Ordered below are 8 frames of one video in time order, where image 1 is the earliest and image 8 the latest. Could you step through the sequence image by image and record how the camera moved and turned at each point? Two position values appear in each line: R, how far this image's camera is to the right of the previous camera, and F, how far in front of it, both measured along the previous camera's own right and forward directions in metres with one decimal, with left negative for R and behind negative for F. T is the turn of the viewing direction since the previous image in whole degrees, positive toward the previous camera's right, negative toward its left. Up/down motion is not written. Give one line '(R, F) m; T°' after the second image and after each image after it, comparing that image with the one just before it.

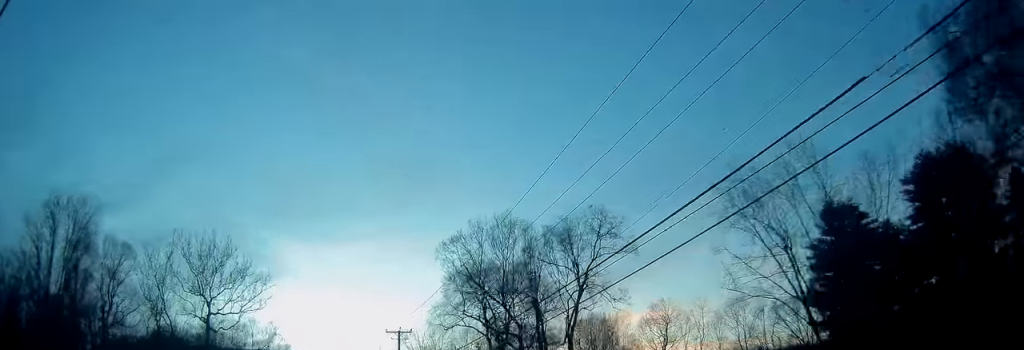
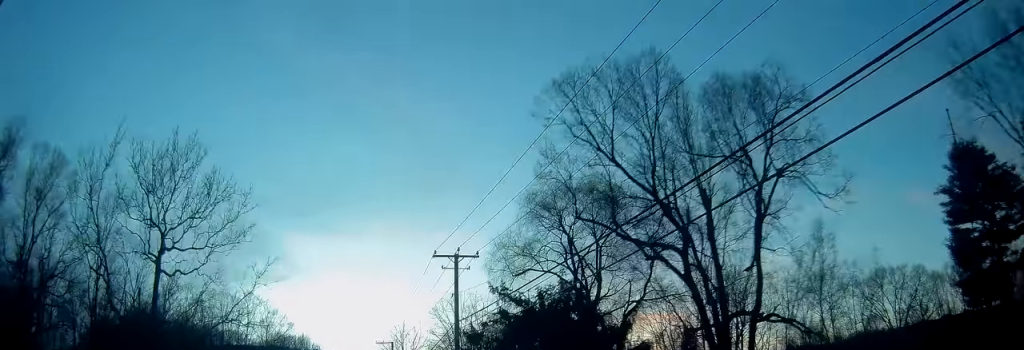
(-0.1, +22.4) m; -1°
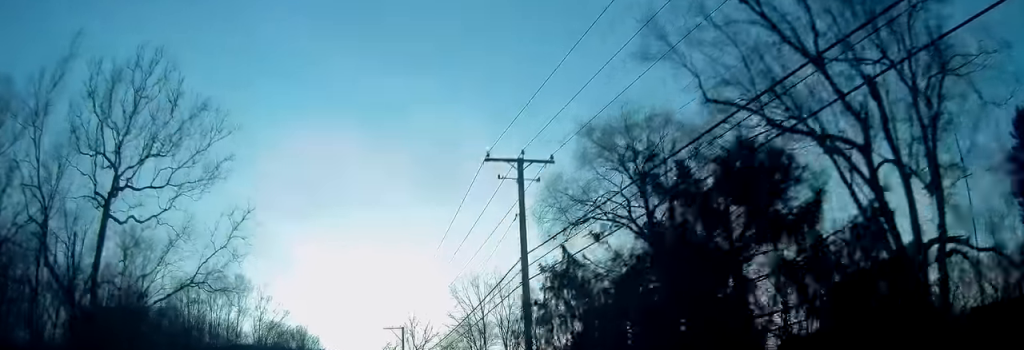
(-0.2, +11.5) m; -1°
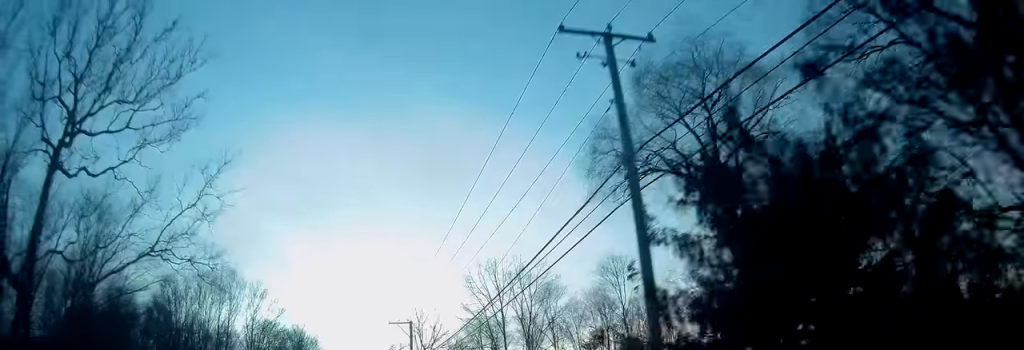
(0.0, +7.8) m; -1°
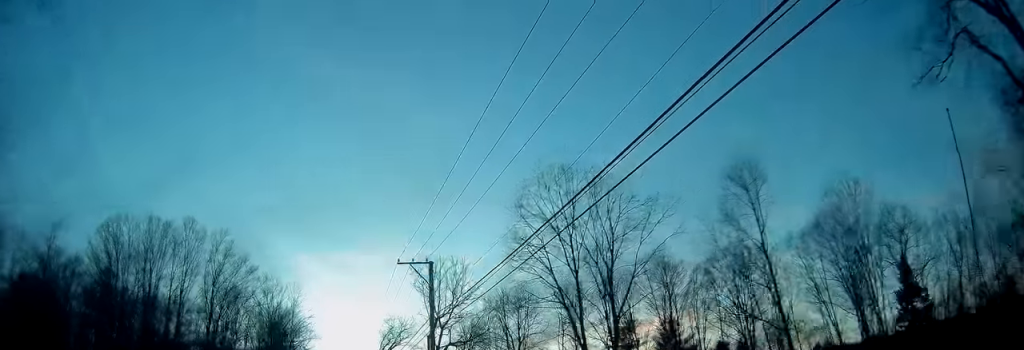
(-0.2, +21.1) m; -1°
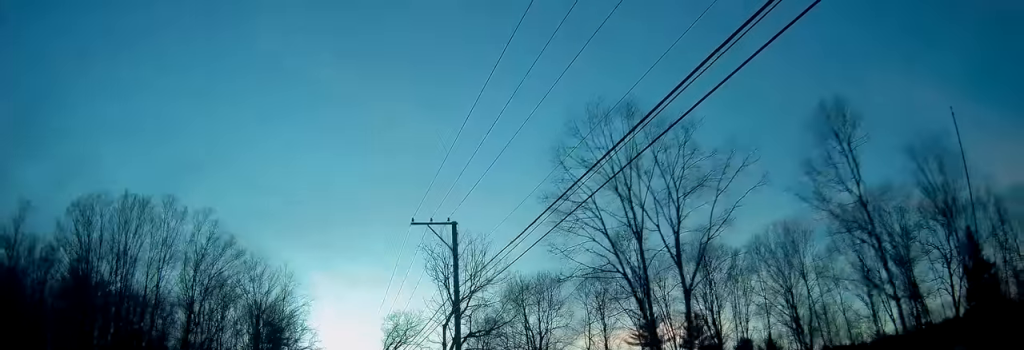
(-0.2, +8.7) m; 0°
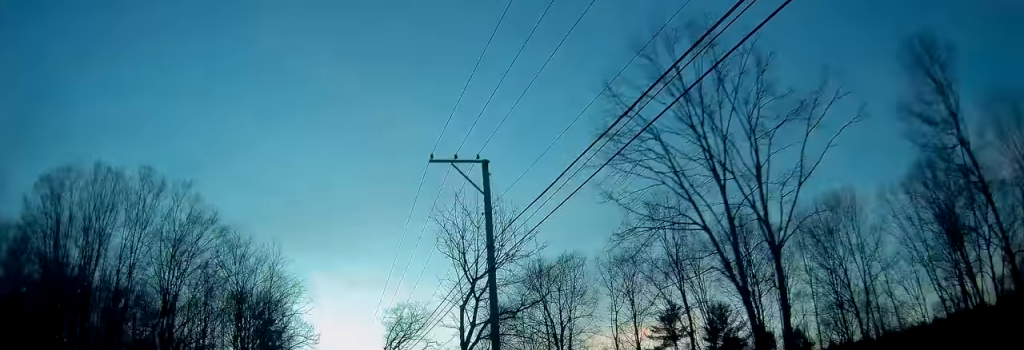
(+0.2, +7.6) m; 0°
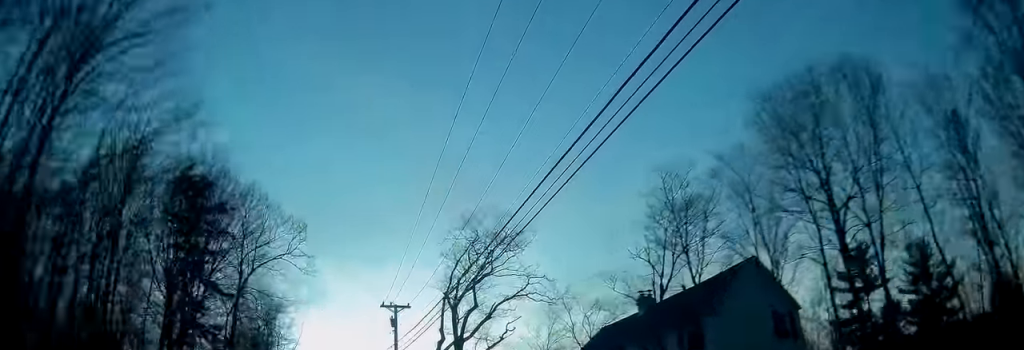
(+0.1, +38.9) m; -1°
